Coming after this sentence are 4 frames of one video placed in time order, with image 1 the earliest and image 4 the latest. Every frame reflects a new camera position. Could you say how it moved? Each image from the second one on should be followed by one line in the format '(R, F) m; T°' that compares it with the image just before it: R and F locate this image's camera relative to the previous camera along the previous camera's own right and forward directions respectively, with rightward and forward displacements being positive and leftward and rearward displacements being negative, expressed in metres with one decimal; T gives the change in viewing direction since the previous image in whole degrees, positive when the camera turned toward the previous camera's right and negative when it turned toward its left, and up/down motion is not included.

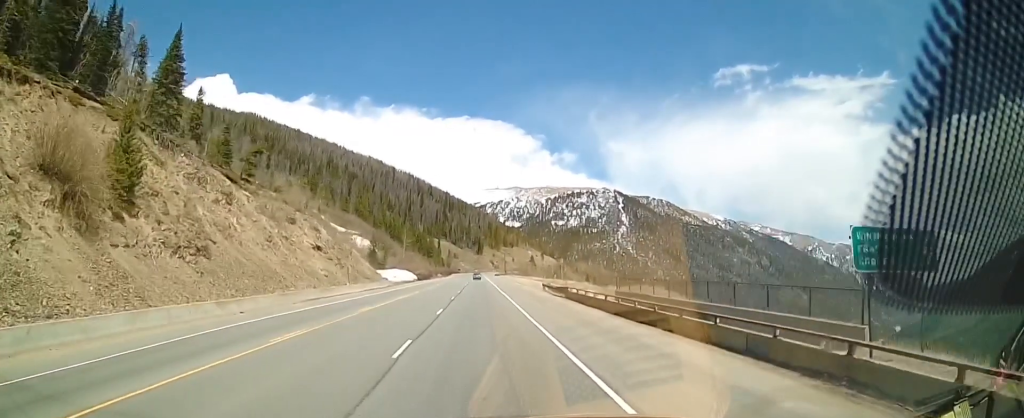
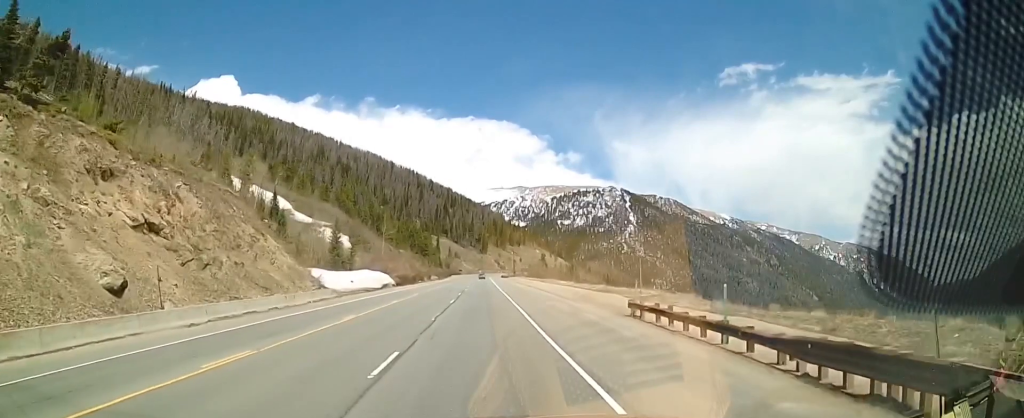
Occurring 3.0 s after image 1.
(-0.1, +39.1) m; +2°
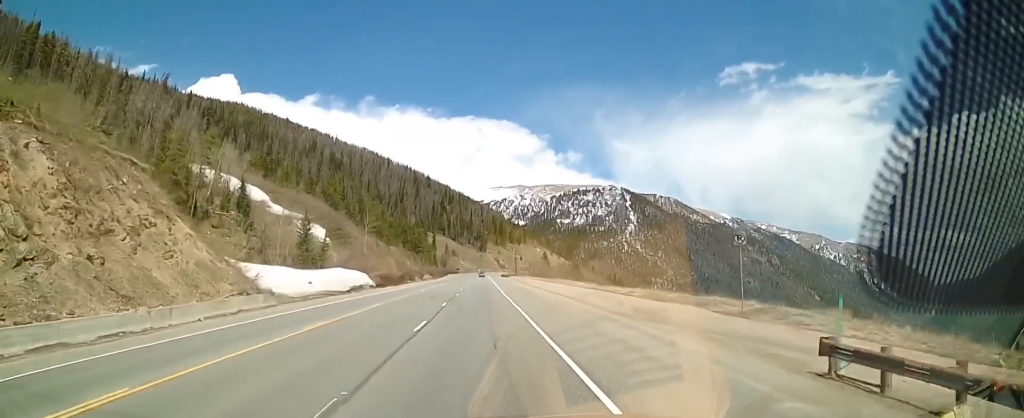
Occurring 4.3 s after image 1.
(-0.2, +16.7) m; -1°
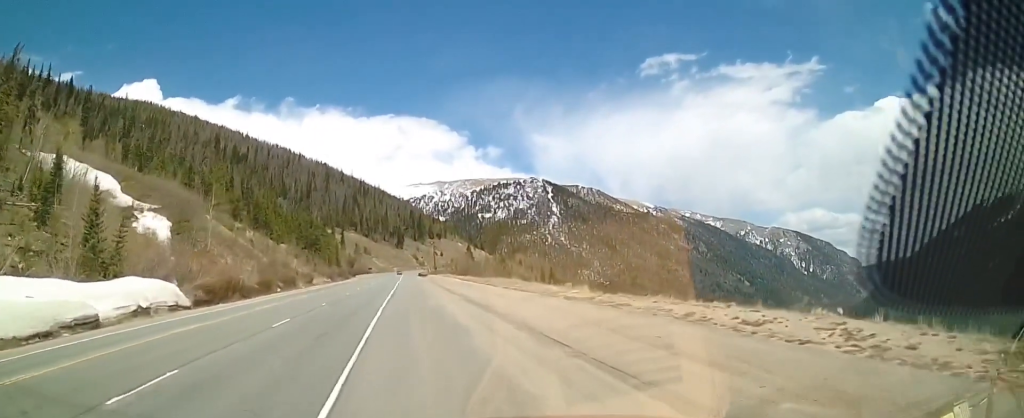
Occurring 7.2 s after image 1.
(+2.3, +32.8) m; +7°
